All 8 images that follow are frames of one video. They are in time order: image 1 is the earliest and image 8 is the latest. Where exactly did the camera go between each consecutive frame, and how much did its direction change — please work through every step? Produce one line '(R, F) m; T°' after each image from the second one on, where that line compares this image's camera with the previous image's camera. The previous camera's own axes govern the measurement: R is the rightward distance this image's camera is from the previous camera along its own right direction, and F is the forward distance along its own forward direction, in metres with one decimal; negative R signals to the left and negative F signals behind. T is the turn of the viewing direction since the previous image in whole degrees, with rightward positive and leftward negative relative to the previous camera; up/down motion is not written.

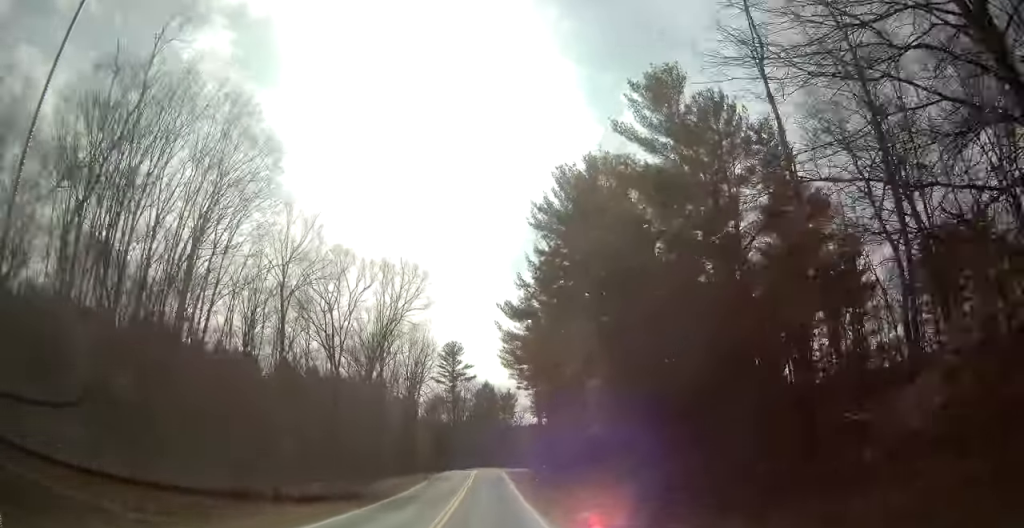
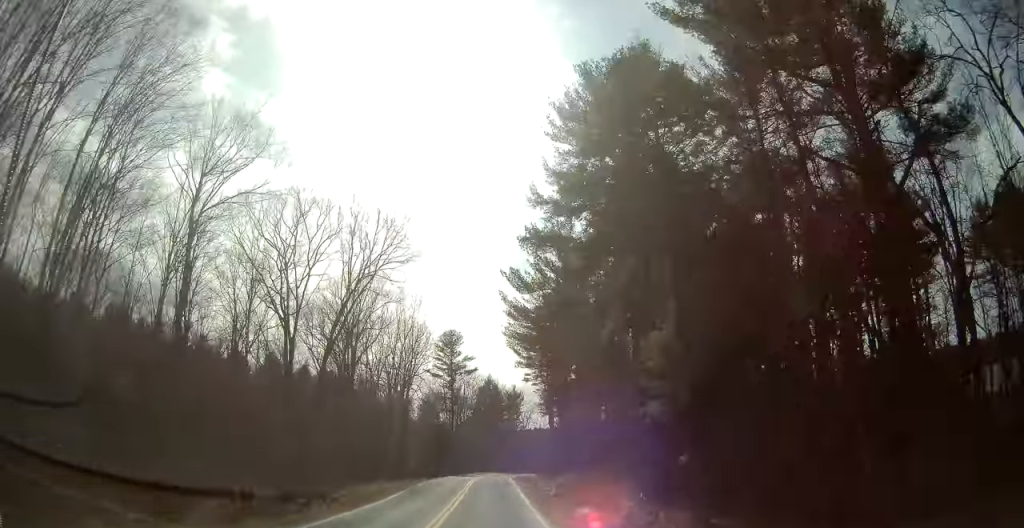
(-0.1, +12.7) m; 0°
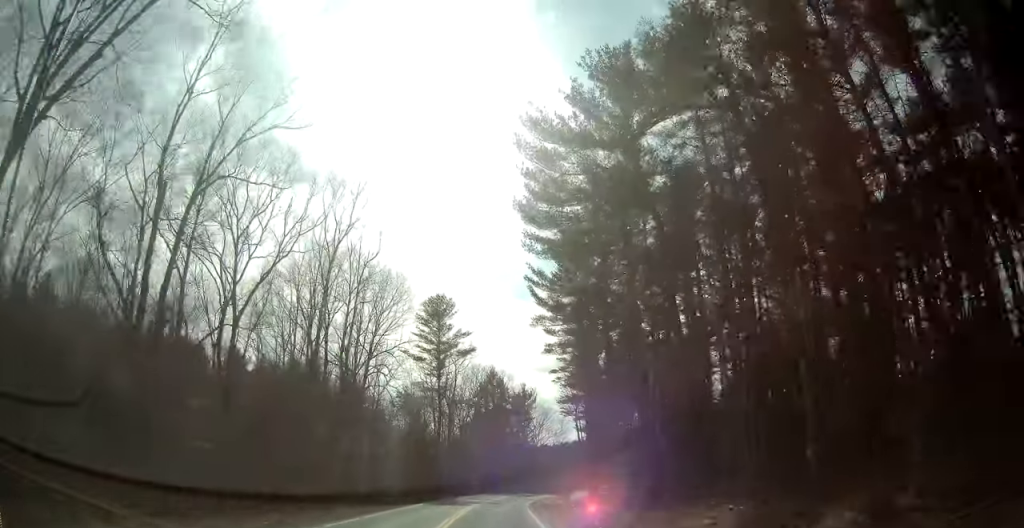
(0.0, +28.2) m; 0°
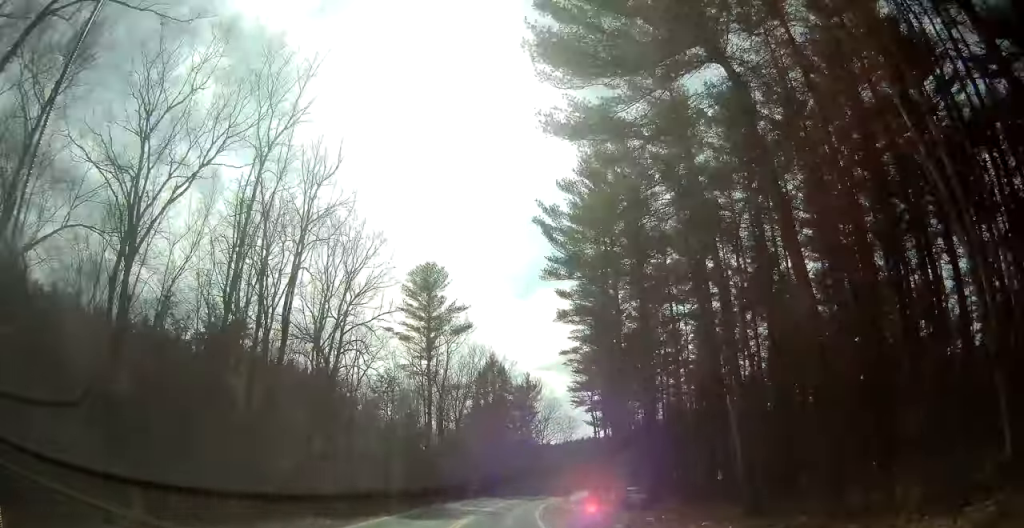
(+0.1, +11.3) m; 0°
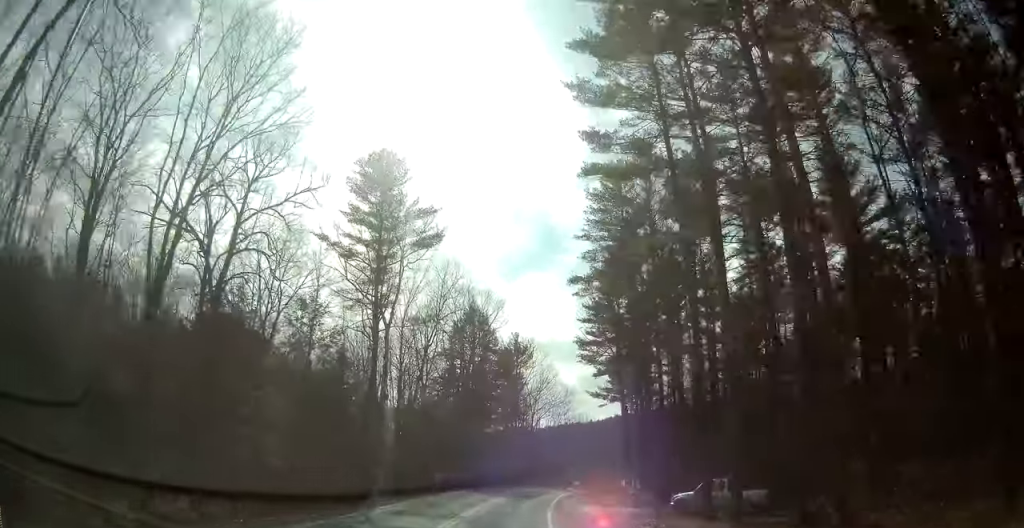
(-0.3, +20.1) m; 0°
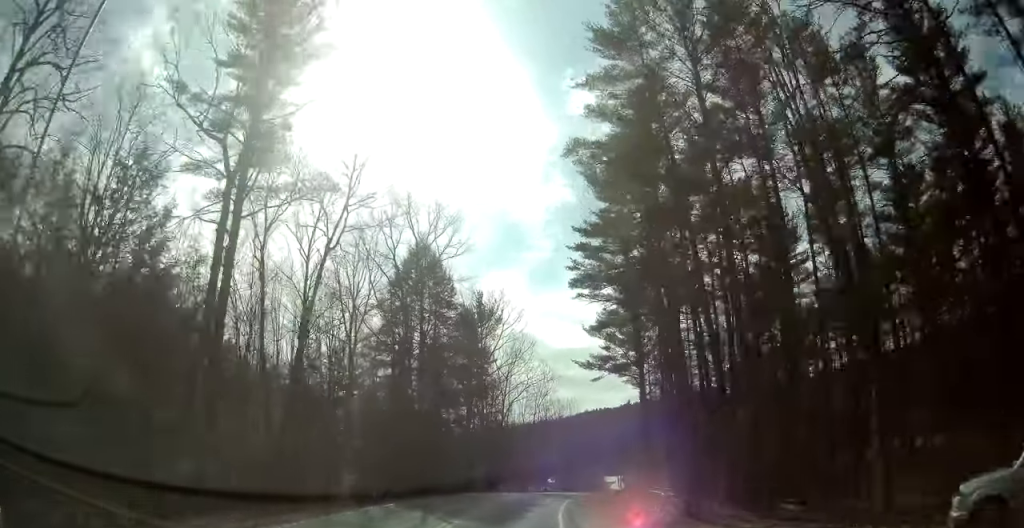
(+0.4, +18.2) m; +2°
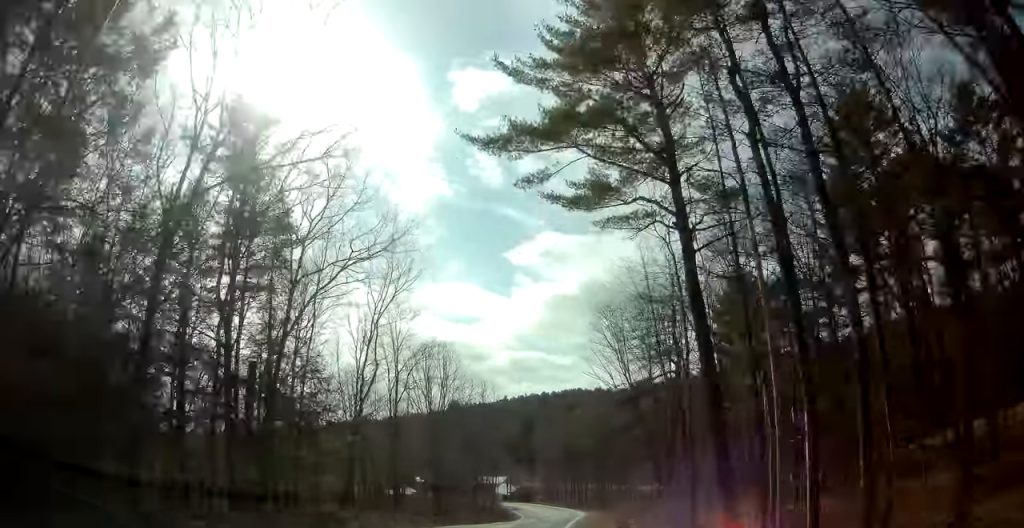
(+2.7, +40.3) m; +7°
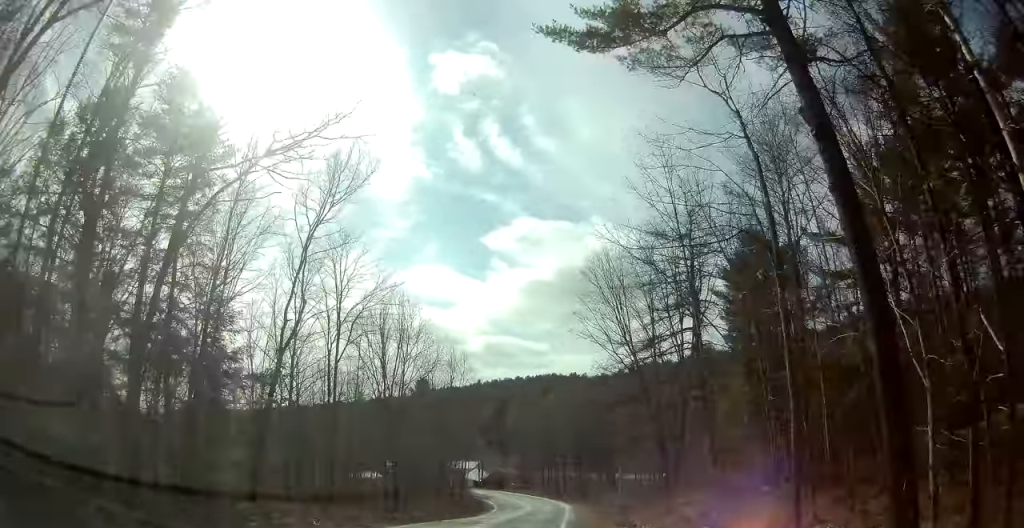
(+0.1, +8.8) m; +2°
